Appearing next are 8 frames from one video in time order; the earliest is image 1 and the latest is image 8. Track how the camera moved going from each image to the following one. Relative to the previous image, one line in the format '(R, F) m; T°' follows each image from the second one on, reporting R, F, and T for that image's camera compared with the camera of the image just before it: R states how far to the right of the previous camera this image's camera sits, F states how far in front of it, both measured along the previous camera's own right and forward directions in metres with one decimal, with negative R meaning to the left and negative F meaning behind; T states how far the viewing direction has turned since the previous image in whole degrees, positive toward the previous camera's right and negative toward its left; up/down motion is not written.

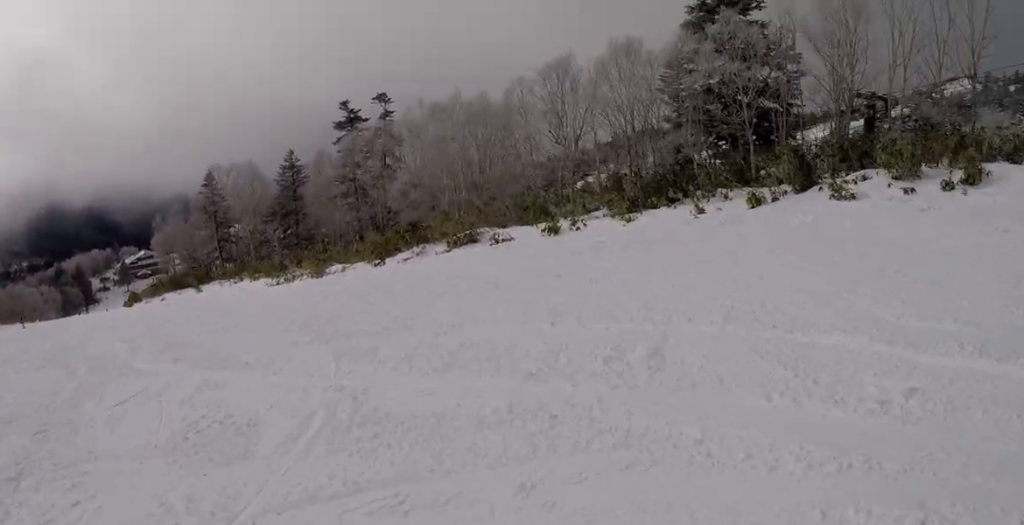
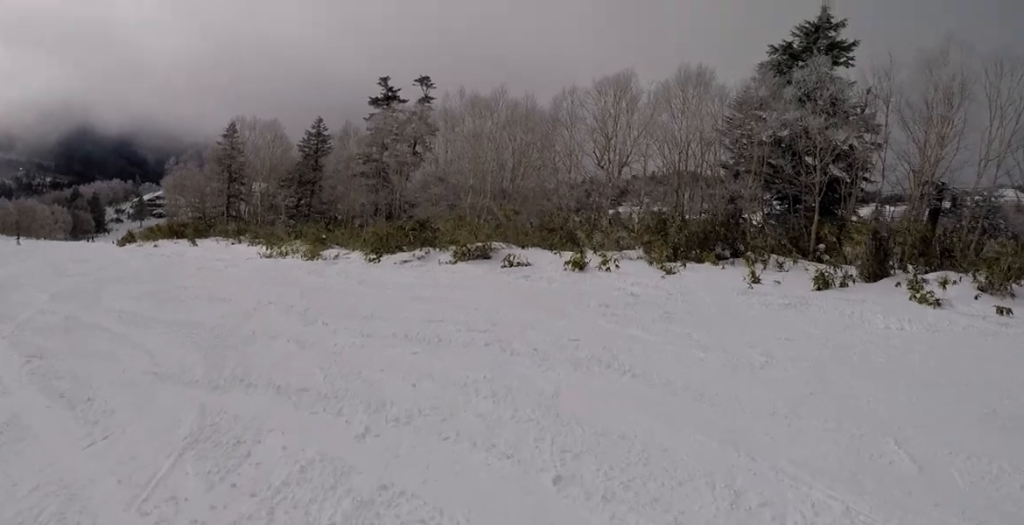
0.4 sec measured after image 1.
(+0.1, +3.5) m; -7°
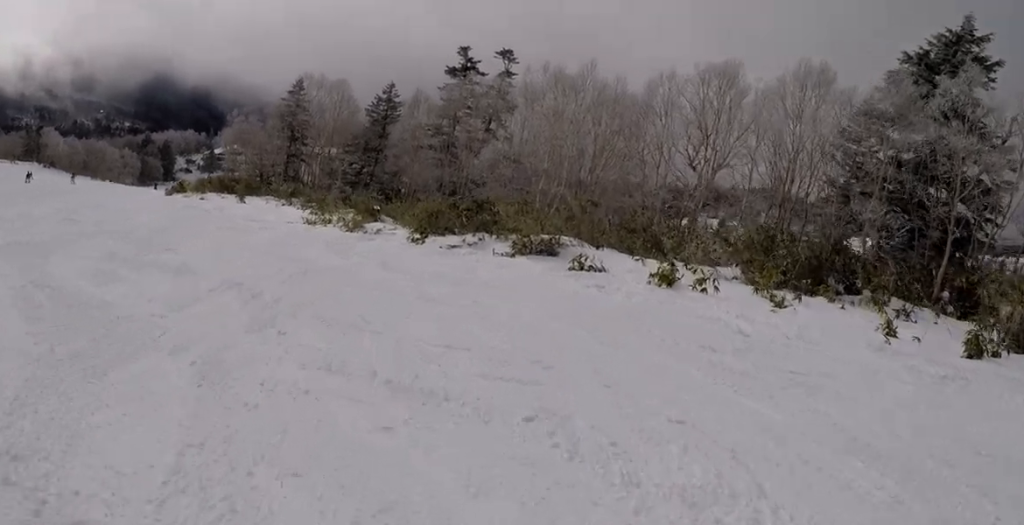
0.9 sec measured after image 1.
(-0.5, +3.7) m; -13°
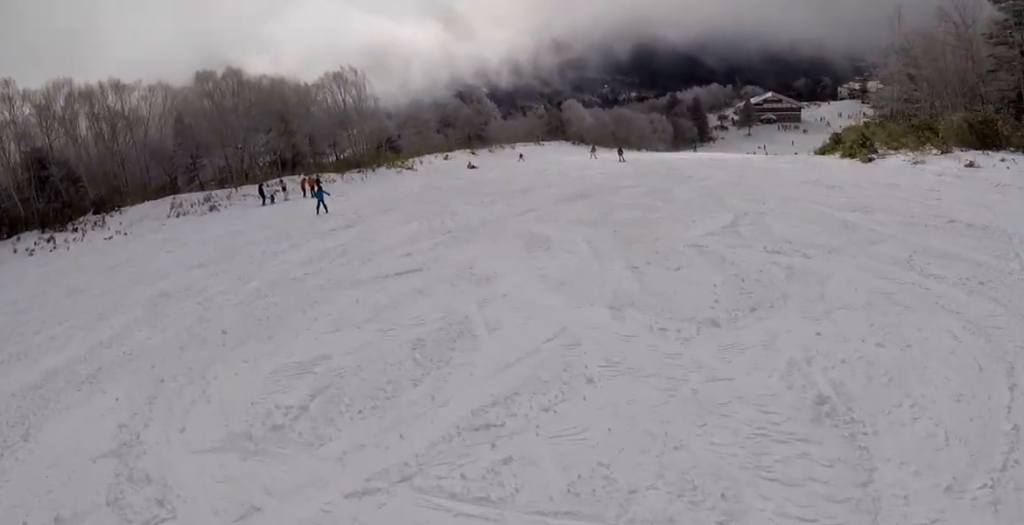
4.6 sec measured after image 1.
(-13.2, +25.8) m; -12°
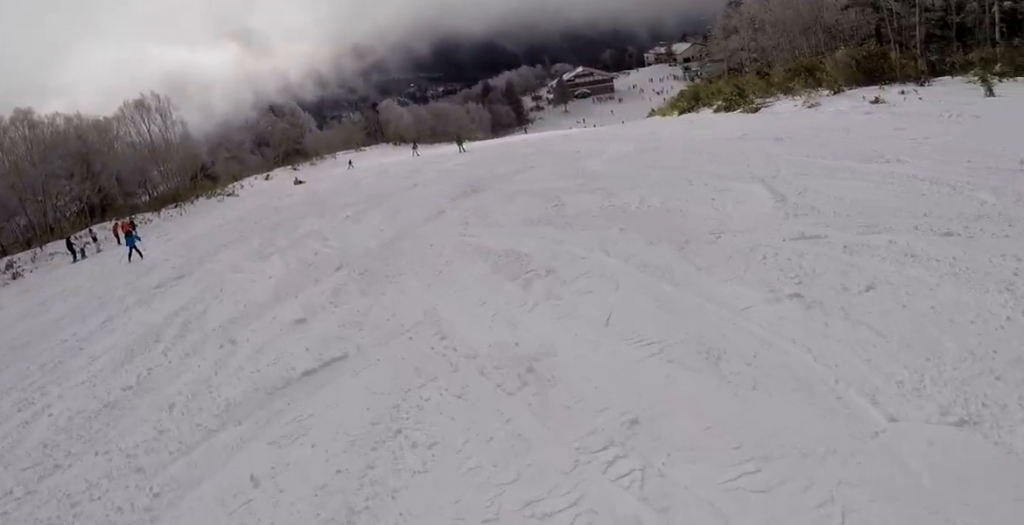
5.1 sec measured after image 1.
(+0.2, +3.9) m; +10°
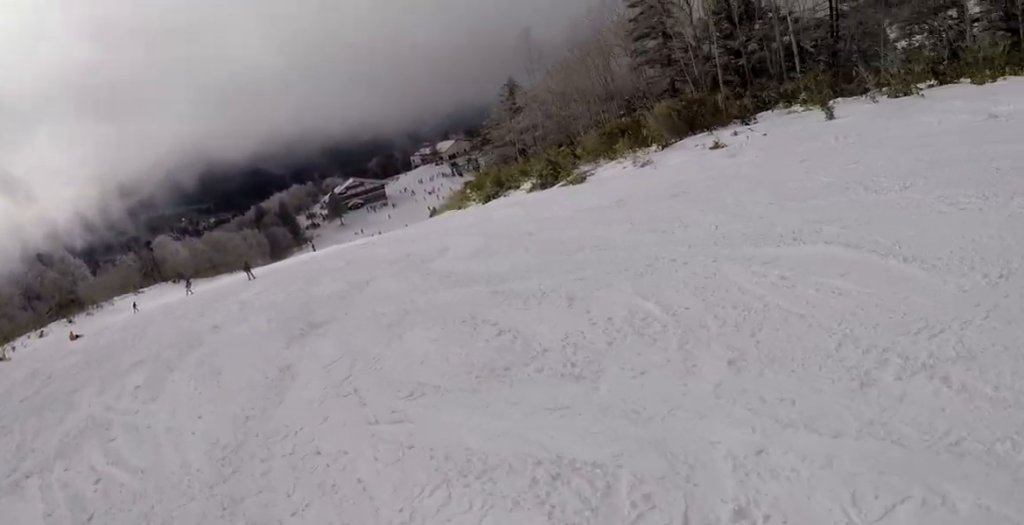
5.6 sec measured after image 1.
(+0.4, +3.4) m; +12°
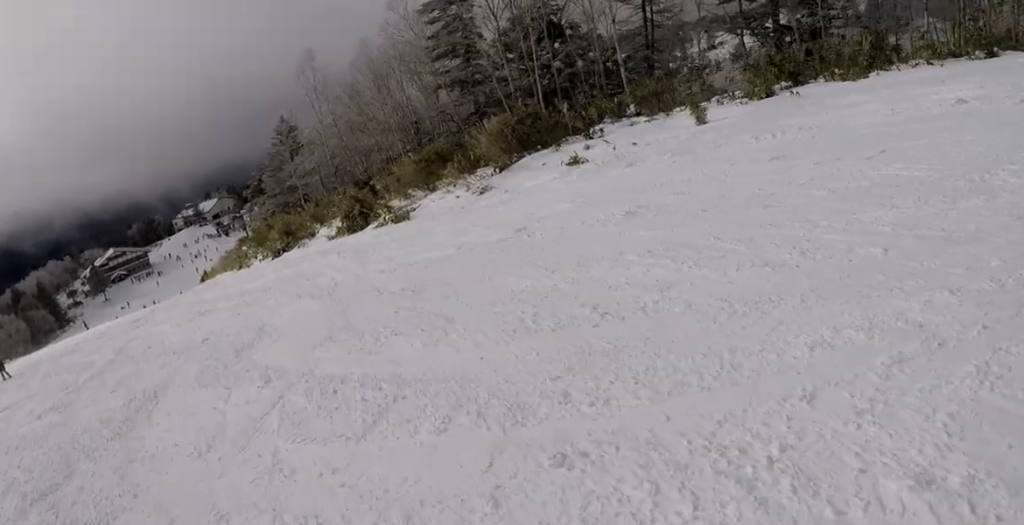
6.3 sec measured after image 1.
(+0.3, +4.3) m; +18°
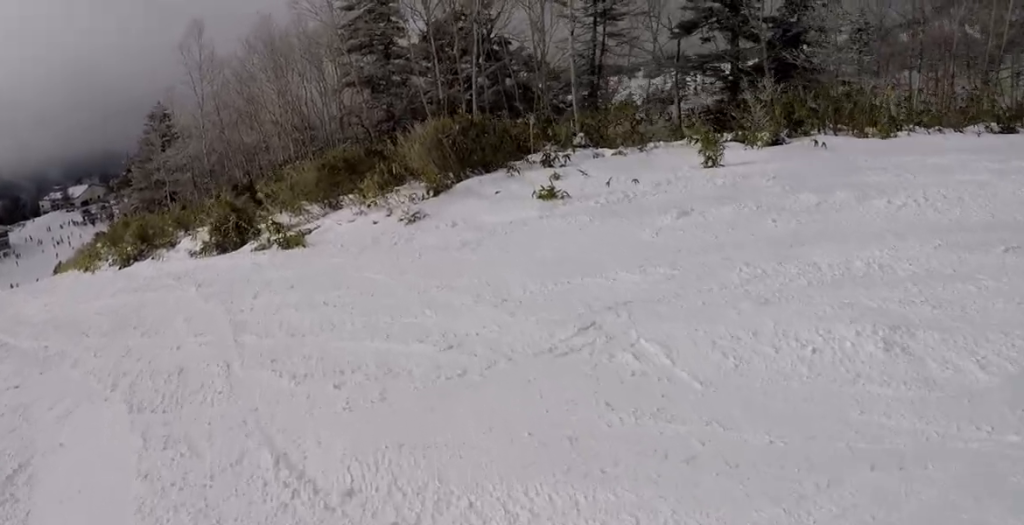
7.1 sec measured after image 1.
(+1.3, +4.5) m; -7°
